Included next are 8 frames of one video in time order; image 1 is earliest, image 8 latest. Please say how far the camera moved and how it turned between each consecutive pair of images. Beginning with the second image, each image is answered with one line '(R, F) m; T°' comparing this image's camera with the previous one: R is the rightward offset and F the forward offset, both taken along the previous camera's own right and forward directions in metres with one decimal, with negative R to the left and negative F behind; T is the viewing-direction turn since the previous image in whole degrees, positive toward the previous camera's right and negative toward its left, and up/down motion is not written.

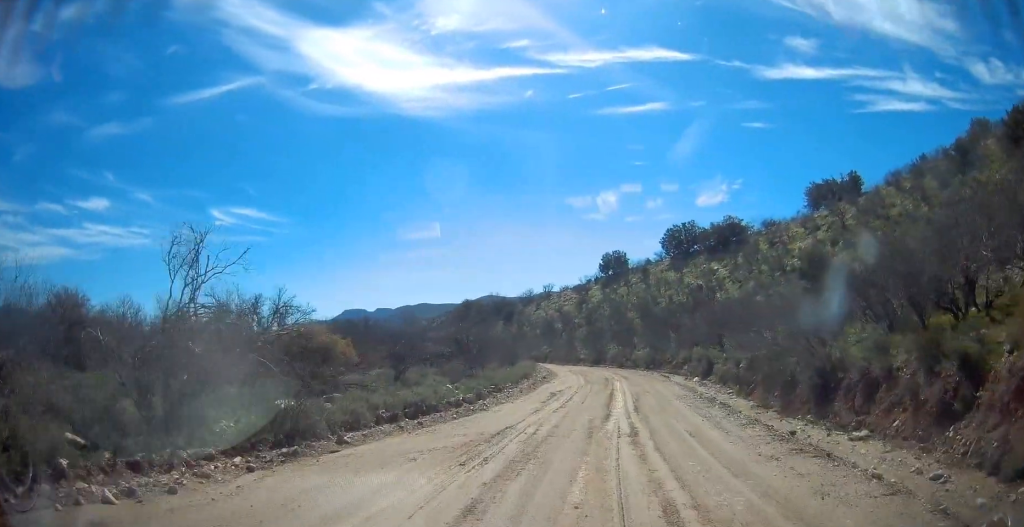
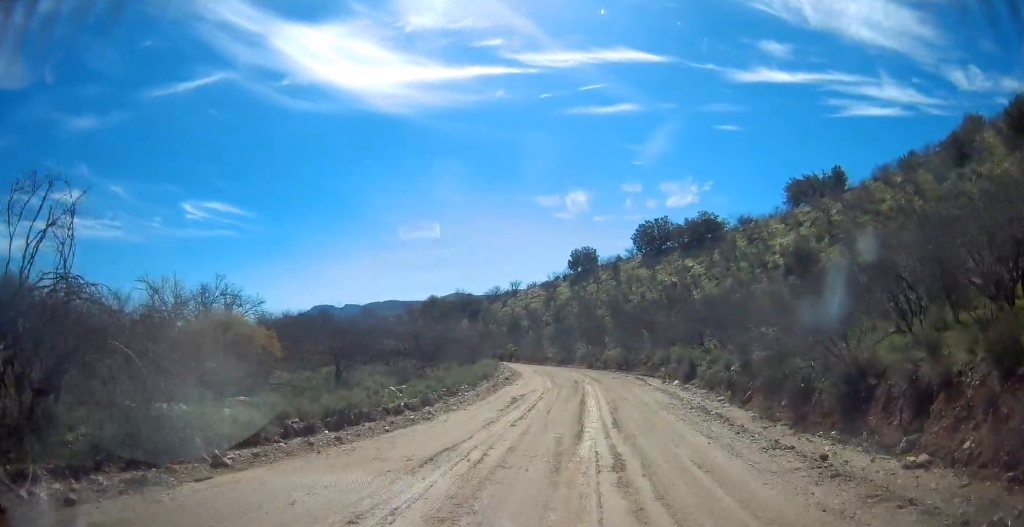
(+0.3, +2.9) m; +4°
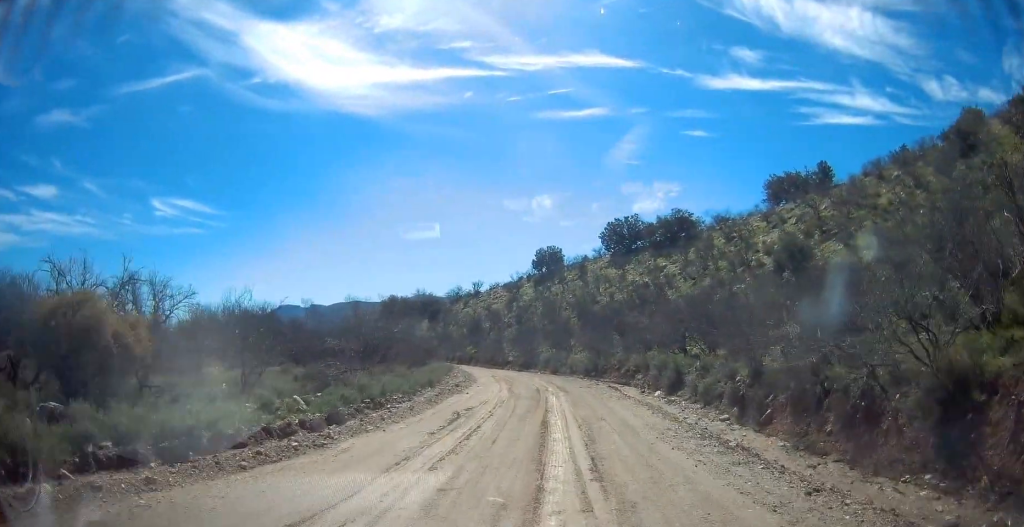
(+0.3, +4.3) m; +4°
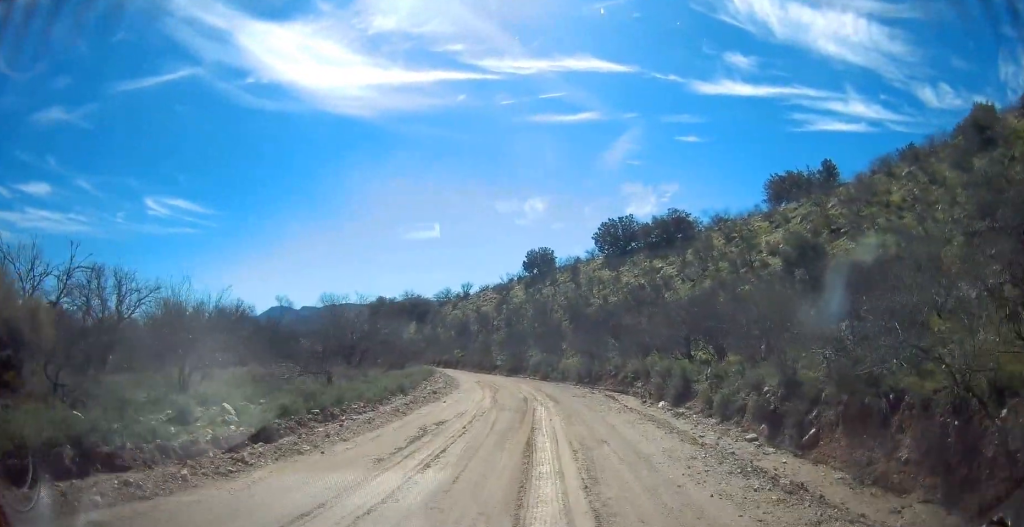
(0.0, +2.8) m; 0°
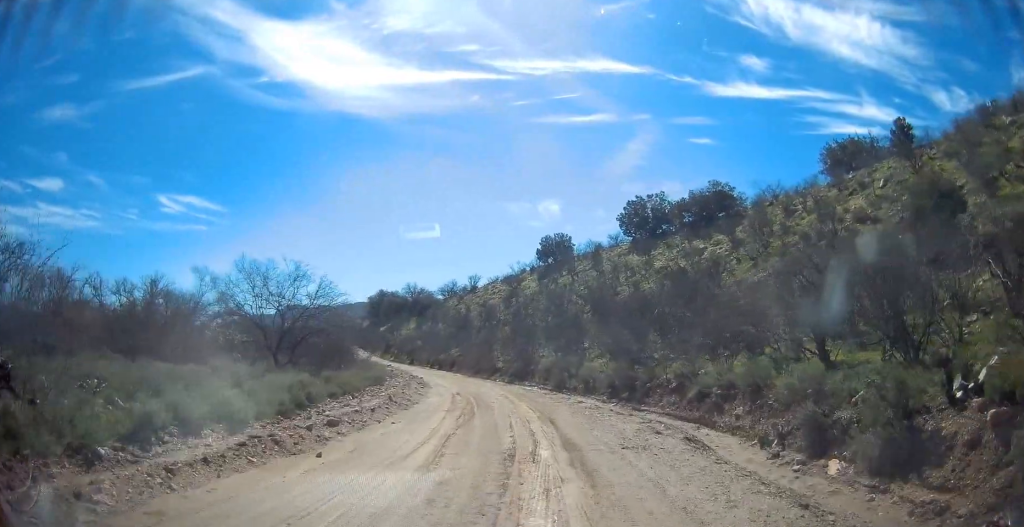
(+0.9, +11.5) m; +8°
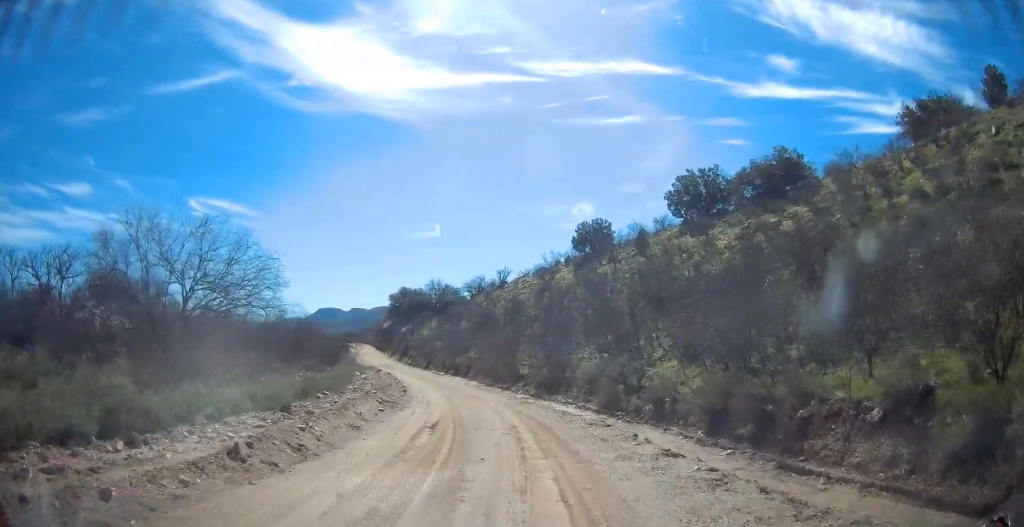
(-0.3, +9.4) m; -6°
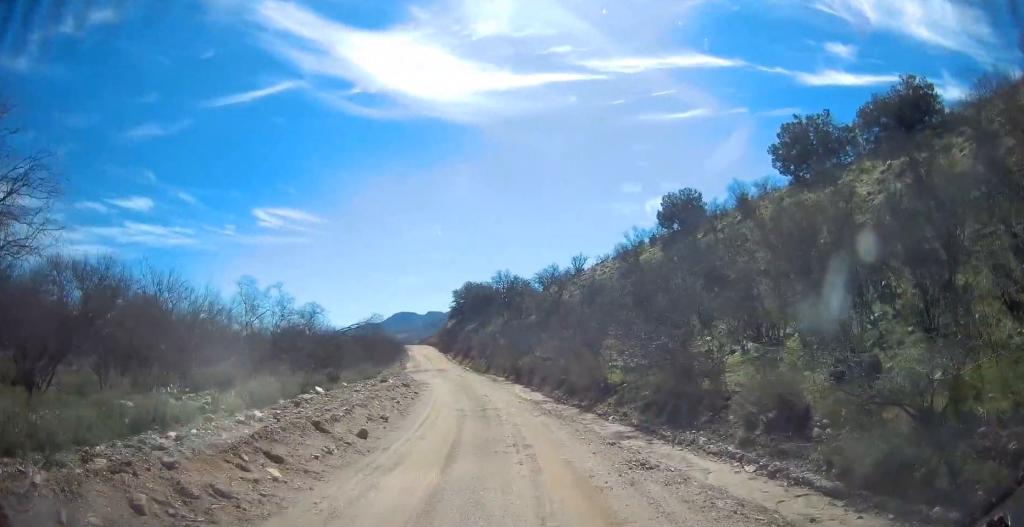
(-0.9, +11.3) m; -10°
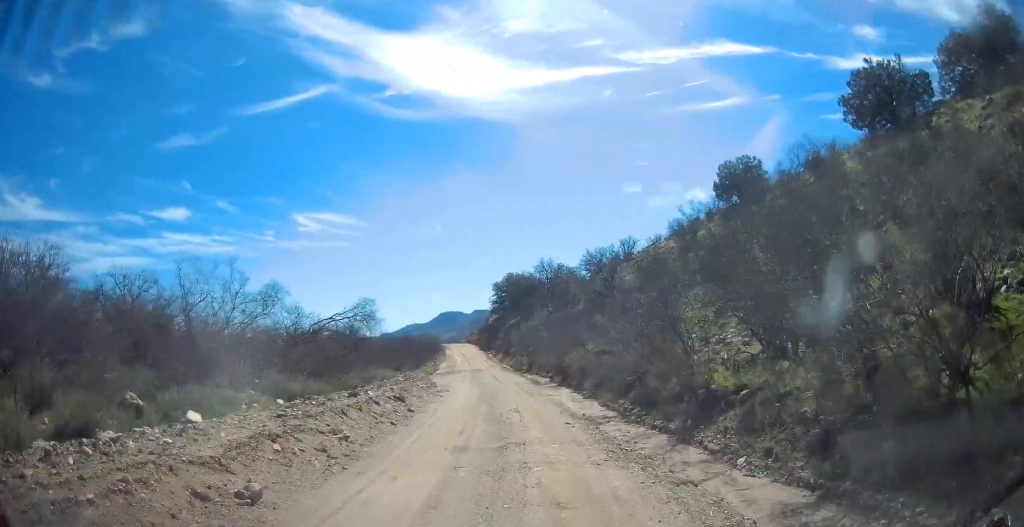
(-0.4, +7.3) m; -3°
